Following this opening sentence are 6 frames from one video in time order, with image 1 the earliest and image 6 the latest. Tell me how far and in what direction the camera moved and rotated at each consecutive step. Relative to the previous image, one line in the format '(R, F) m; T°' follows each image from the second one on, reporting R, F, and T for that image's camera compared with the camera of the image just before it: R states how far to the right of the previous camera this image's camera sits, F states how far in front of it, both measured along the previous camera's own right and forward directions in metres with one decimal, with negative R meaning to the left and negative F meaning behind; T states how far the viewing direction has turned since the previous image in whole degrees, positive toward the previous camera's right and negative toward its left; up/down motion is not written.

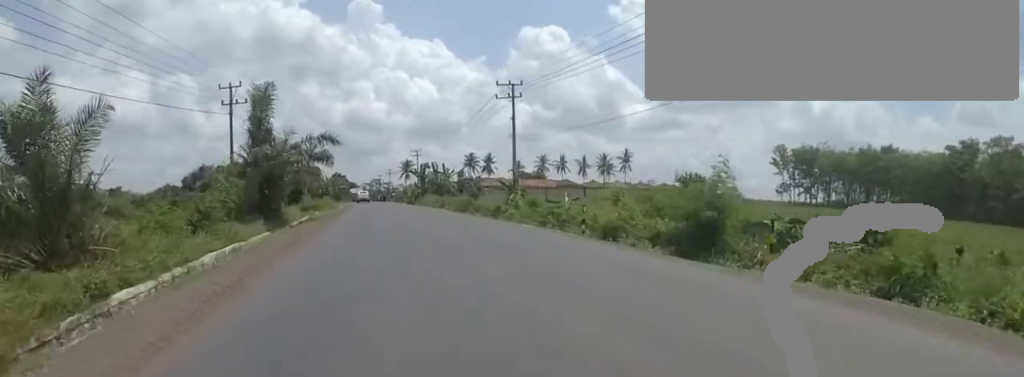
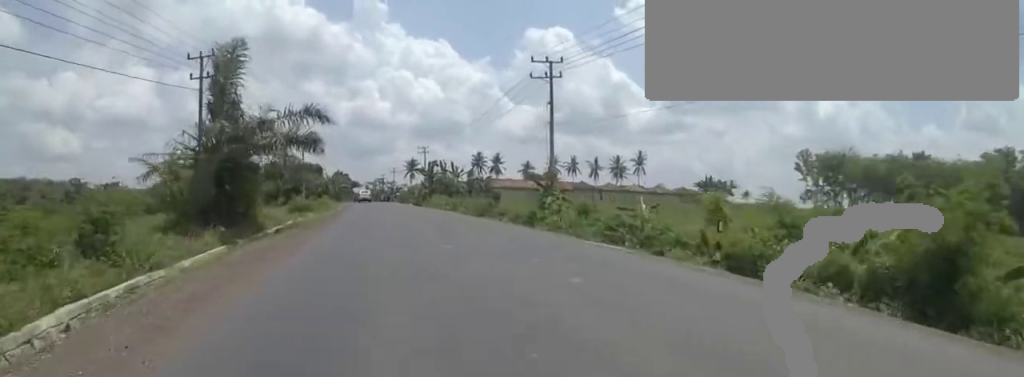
(+0.2, +7.3) m; -3°
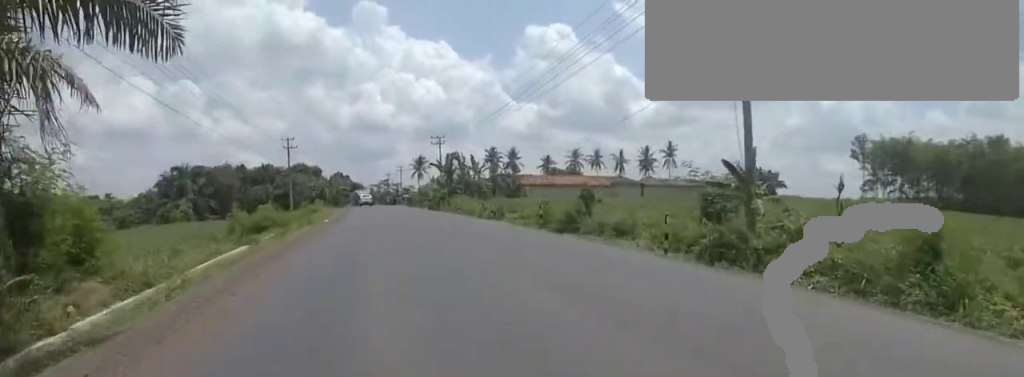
(-1.1, +16.5) m; -2°
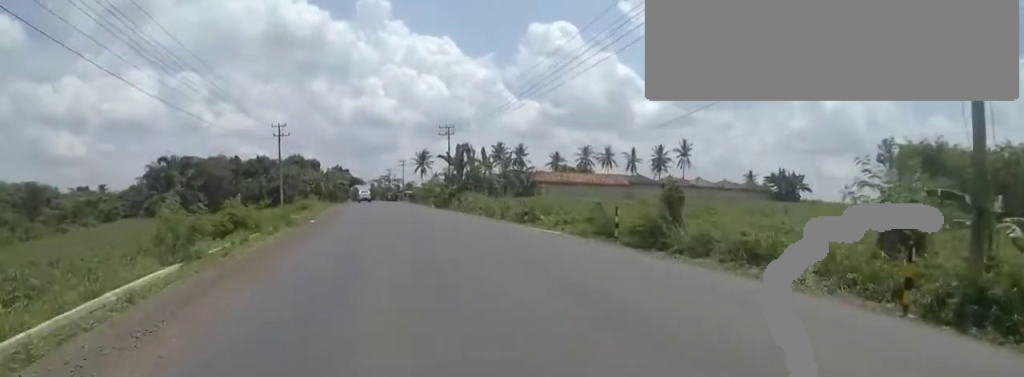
(-0.7, +6.9) m; 0°
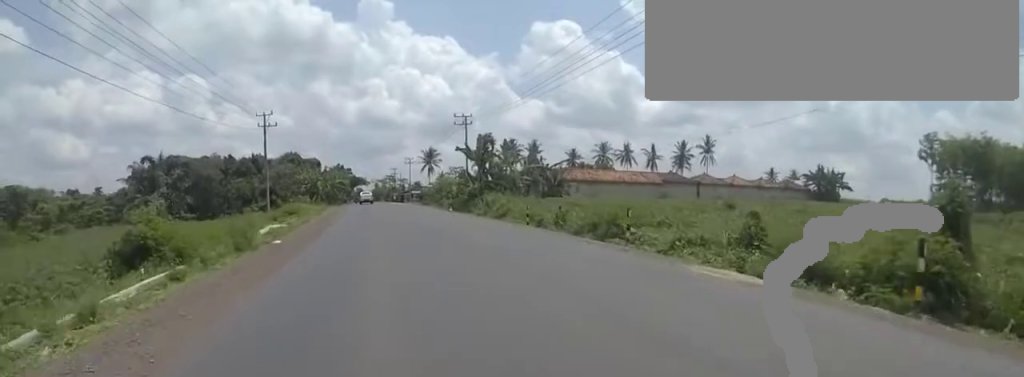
(+1.1, +9.4) m; +2°
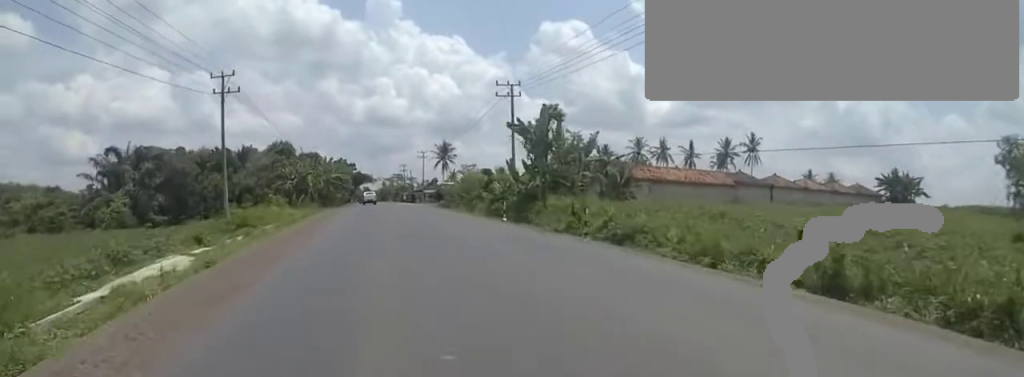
(+0.5, +15.3) m; 0°
